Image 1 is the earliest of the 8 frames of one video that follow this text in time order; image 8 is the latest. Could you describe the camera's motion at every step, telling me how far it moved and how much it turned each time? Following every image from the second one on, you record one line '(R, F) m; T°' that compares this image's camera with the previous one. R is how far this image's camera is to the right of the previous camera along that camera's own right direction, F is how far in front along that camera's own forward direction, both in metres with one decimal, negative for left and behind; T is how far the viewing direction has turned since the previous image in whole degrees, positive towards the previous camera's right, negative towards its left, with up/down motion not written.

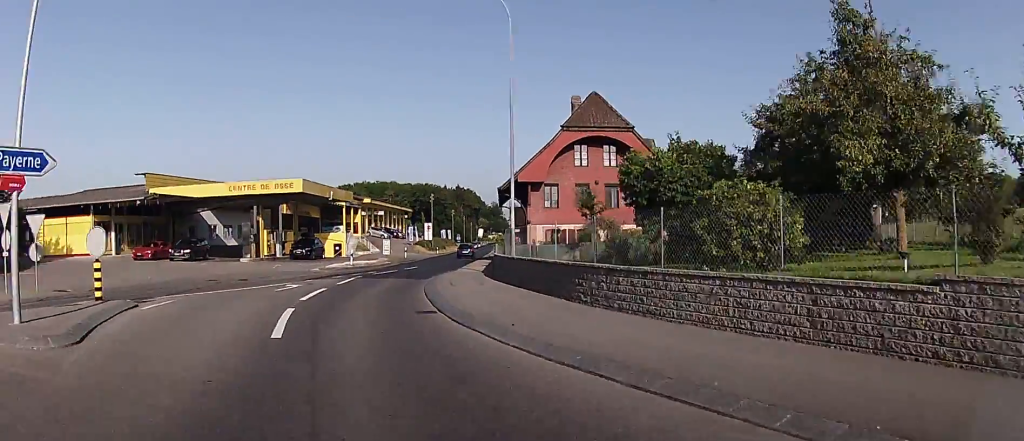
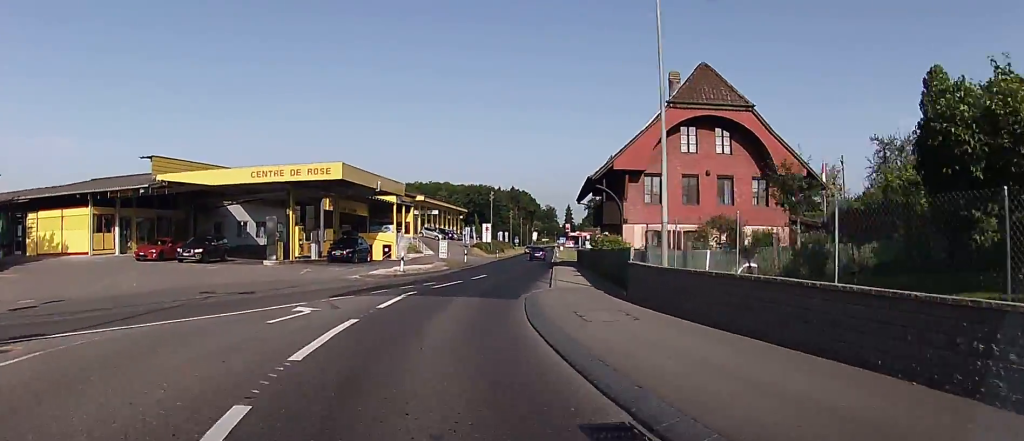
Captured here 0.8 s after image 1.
(-0.6, +8.6) m; -2°
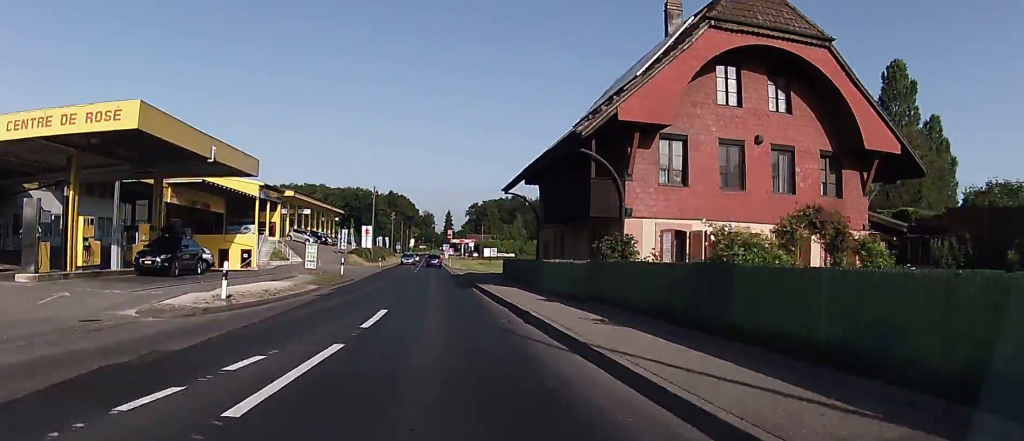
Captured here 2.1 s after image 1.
(+0.6, +14.9) m; +7°
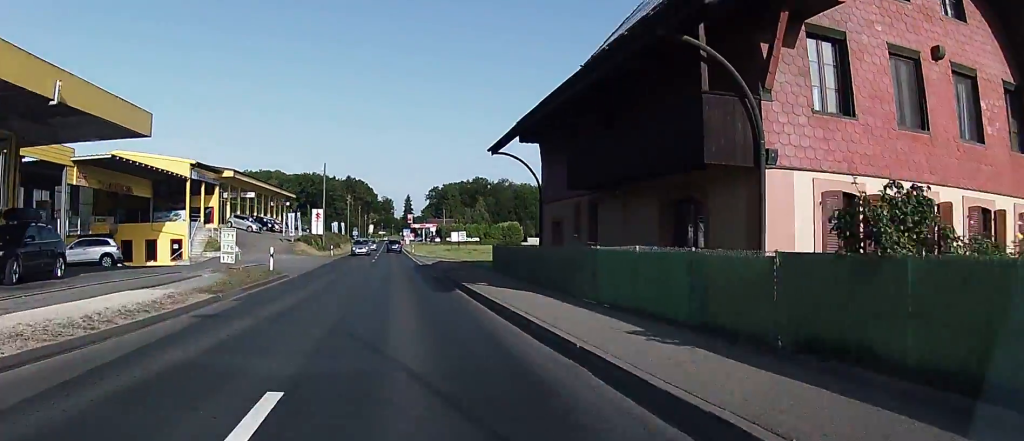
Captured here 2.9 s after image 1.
(+0.5, +9.8) m; +2°
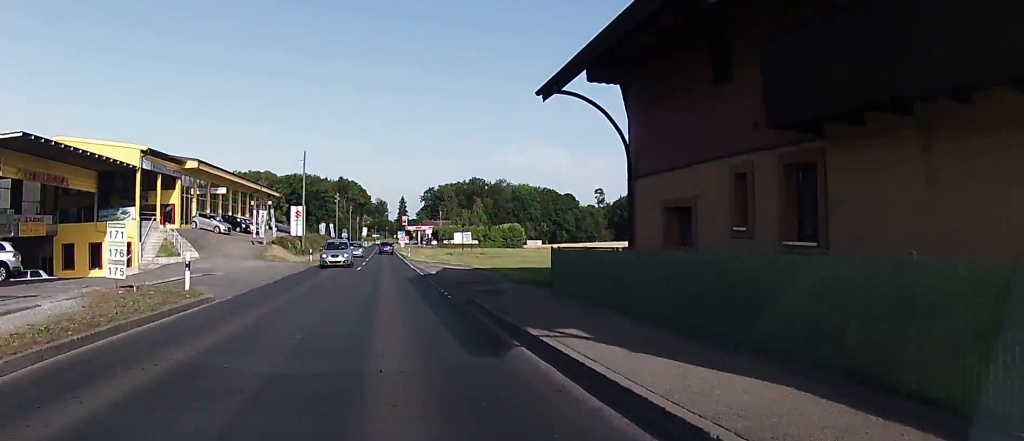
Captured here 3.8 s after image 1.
(0.0, +10.5) m; 0°
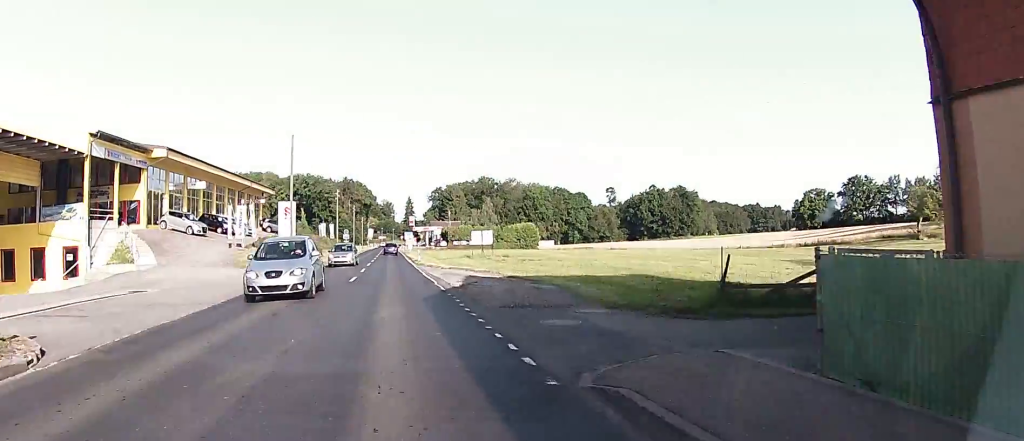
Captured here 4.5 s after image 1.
(-0.3, +9.5) m; 0°
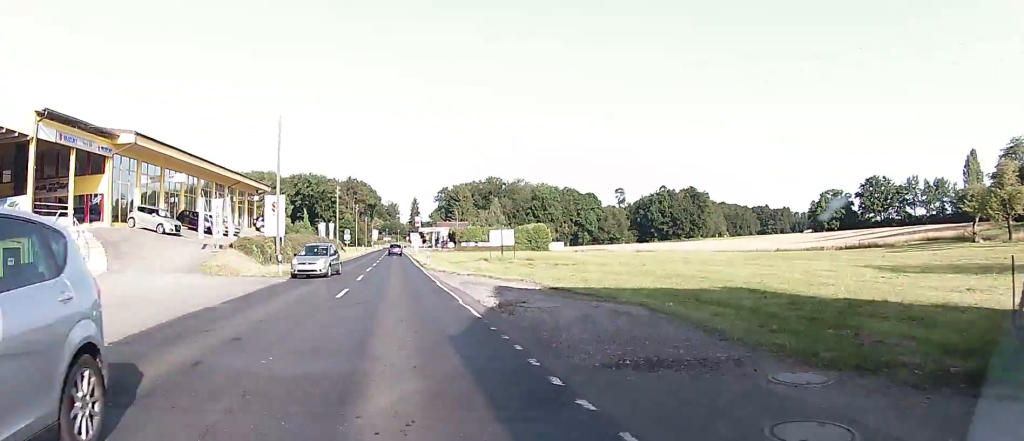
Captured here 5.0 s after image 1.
(+0.2, +7.2) m; +2°
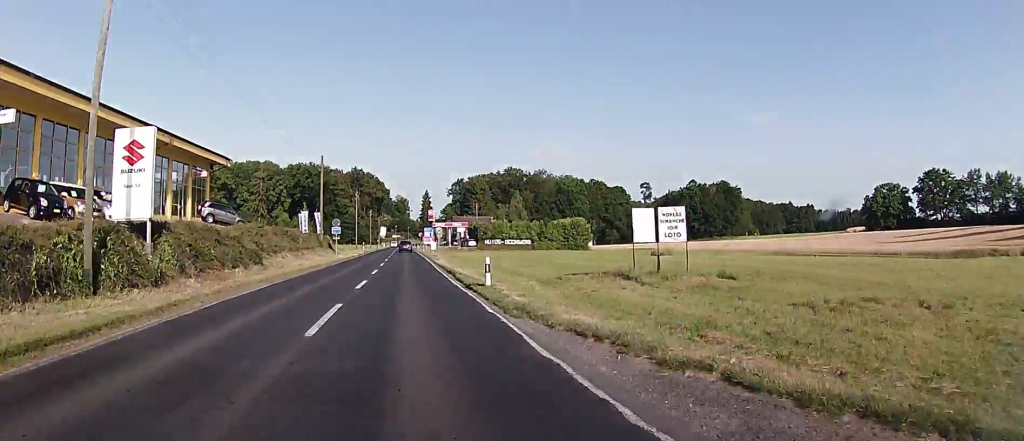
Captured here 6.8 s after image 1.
(+0.6, +25.9) m; 0°
